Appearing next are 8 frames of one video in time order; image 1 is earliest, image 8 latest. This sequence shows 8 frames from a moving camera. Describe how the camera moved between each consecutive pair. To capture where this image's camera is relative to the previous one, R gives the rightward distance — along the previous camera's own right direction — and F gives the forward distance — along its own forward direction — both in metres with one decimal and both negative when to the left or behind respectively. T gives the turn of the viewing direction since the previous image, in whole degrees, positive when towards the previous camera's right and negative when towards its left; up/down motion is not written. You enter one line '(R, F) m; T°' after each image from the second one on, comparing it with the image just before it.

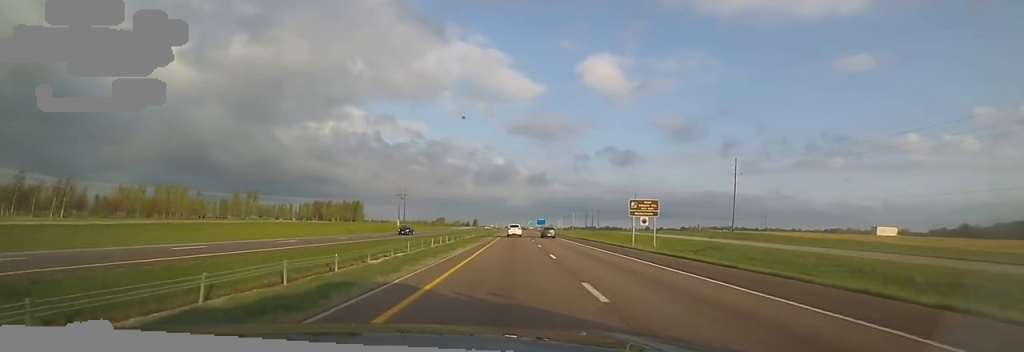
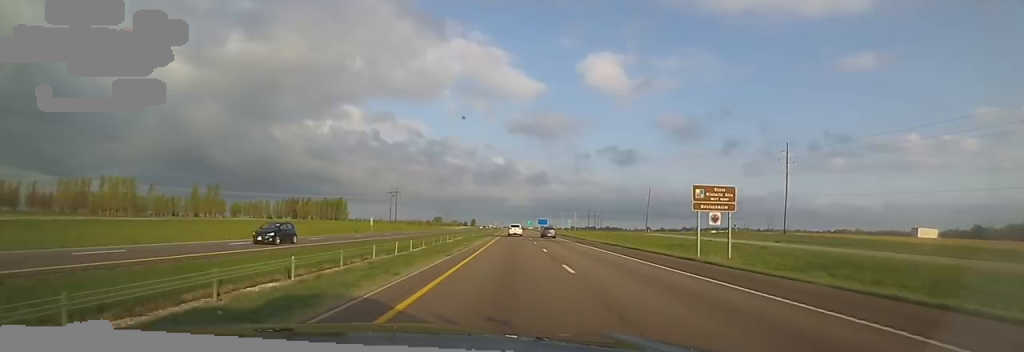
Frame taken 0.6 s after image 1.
(+0.7, +19.0) m; 0°
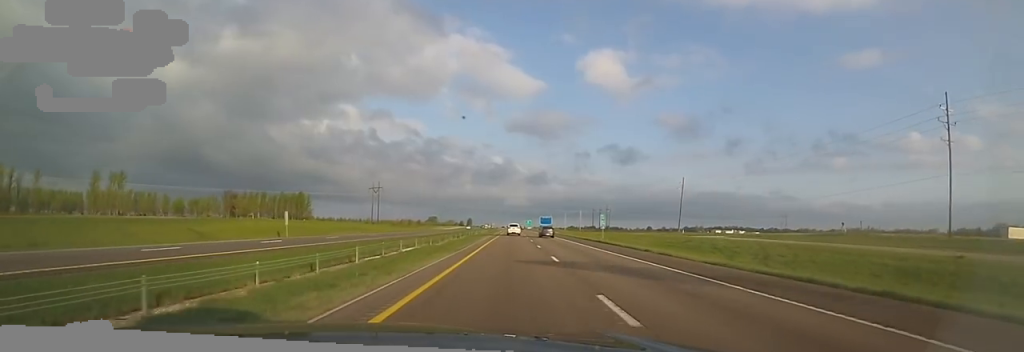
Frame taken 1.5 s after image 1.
(-1.2, +32.0) m; -2°
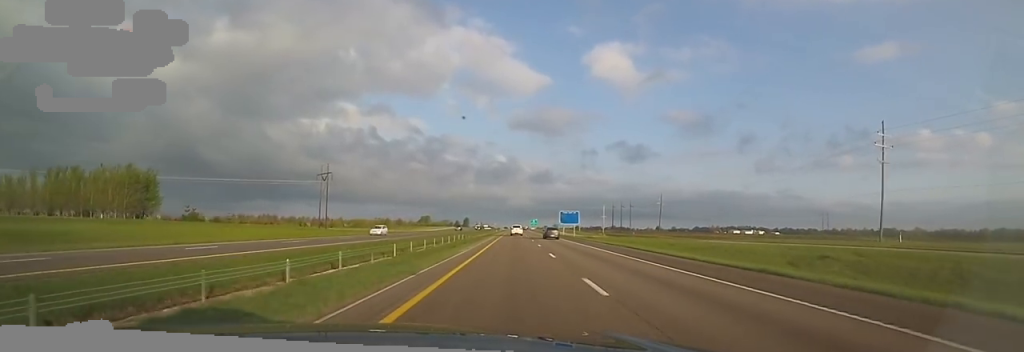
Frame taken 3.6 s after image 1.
(+2.4, +70.1) m; +3°
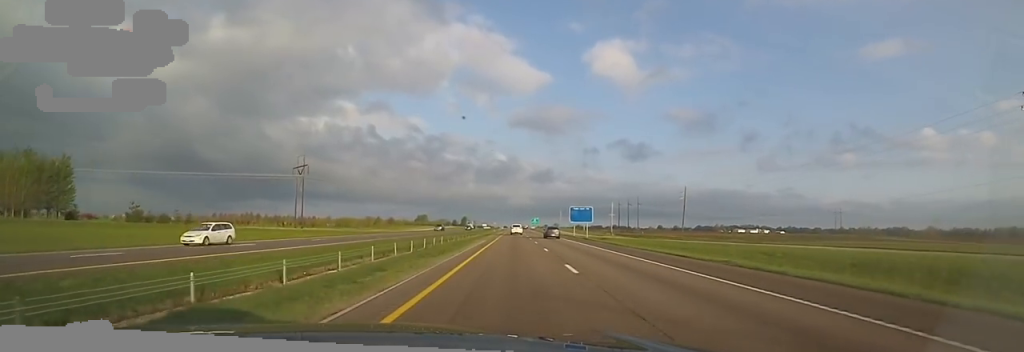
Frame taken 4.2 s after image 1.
(-0.6, +20.1) m; -1°
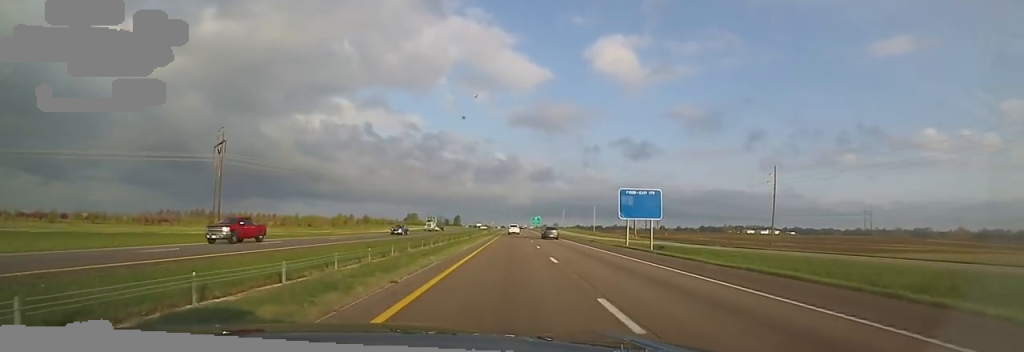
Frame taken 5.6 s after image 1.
(-0.8, +44.9) m; -2°
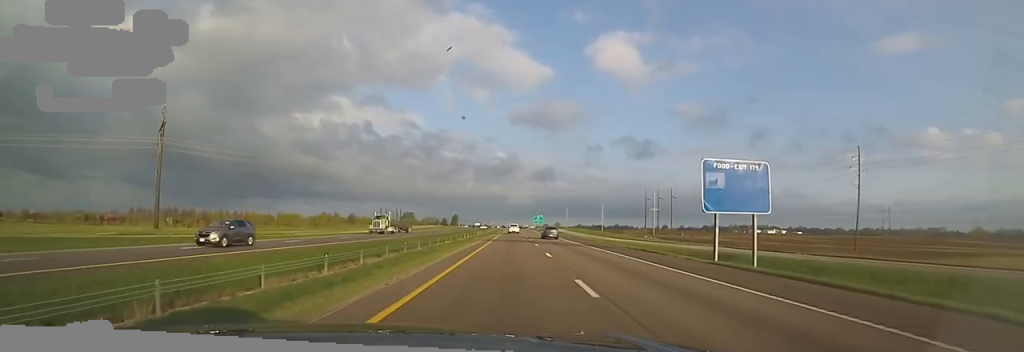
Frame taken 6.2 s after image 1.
(-0.3, +21.3) m; +1°
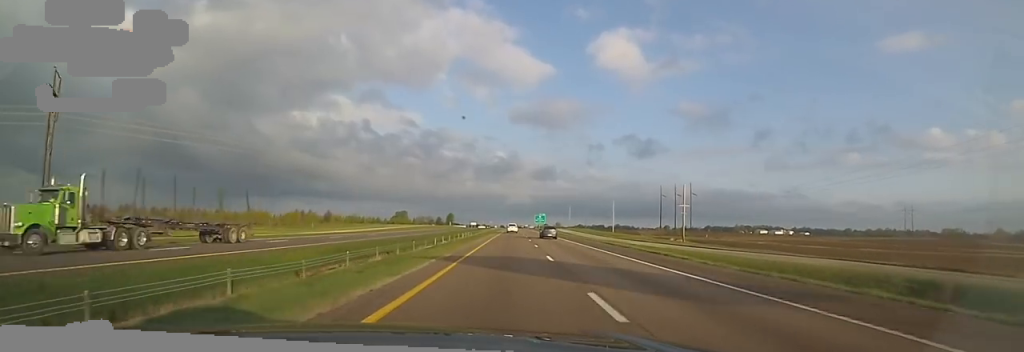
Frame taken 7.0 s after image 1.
(+0.3, +26.7) m; +1°
